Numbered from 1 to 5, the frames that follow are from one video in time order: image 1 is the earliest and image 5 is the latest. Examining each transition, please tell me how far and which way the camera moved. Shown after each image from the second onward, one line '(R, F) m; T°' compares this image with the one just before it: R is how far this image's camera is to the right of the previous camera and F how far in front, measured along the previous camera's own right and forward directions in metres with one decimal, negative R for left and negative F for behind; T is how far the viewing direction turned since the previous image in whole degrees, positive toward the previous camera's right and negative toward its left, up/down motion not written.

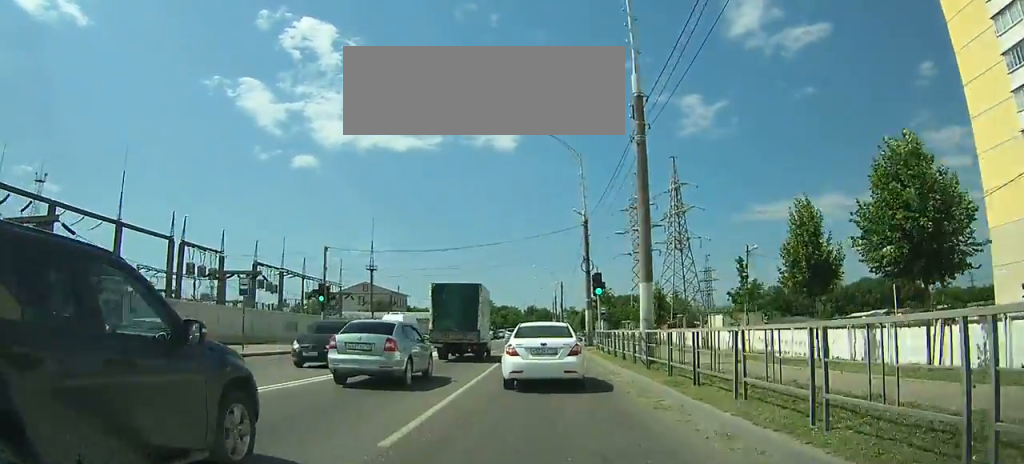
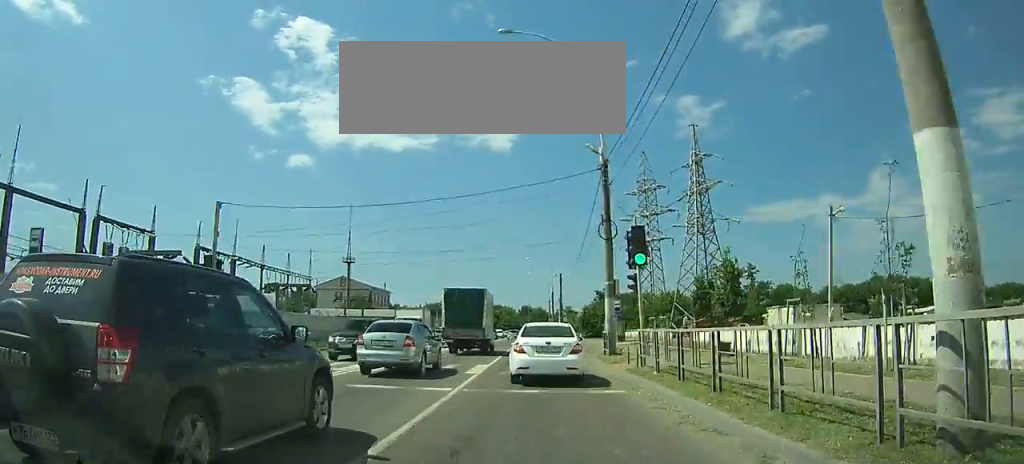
(+0.1, +12.7) m; +1°
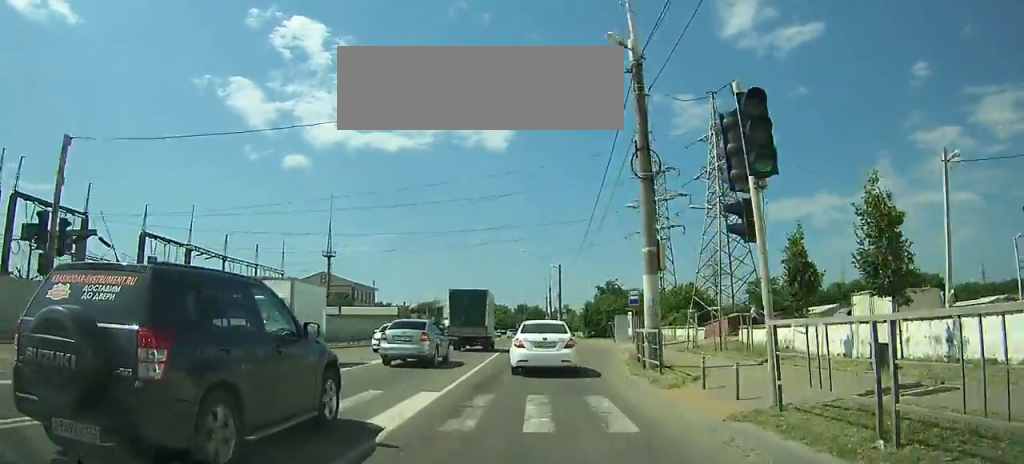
(+0.1, +9.9) m; 0°
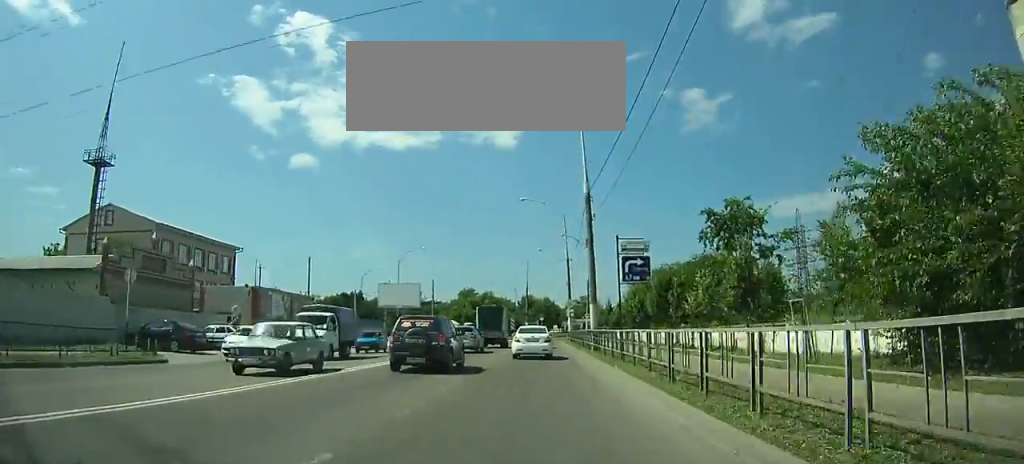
(-0.1, +64.8) m; 0°
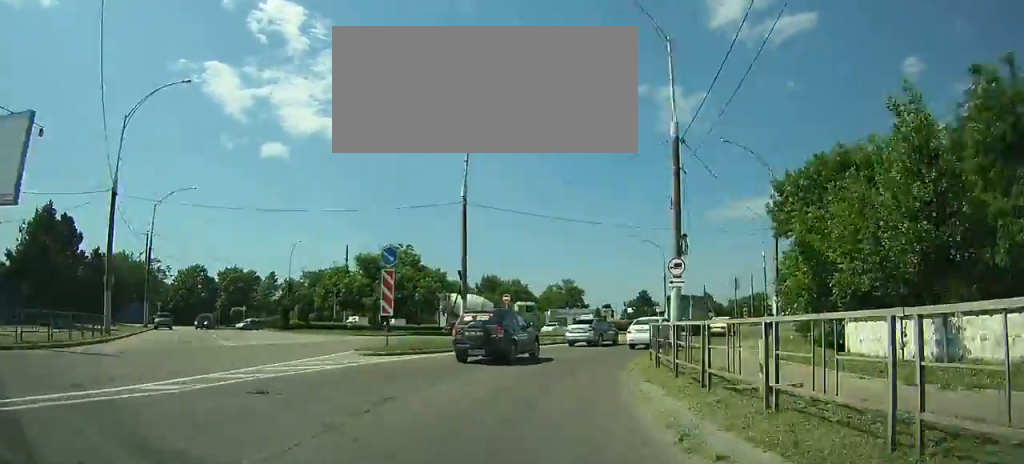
(+1.9, +61.8) m; +10°
